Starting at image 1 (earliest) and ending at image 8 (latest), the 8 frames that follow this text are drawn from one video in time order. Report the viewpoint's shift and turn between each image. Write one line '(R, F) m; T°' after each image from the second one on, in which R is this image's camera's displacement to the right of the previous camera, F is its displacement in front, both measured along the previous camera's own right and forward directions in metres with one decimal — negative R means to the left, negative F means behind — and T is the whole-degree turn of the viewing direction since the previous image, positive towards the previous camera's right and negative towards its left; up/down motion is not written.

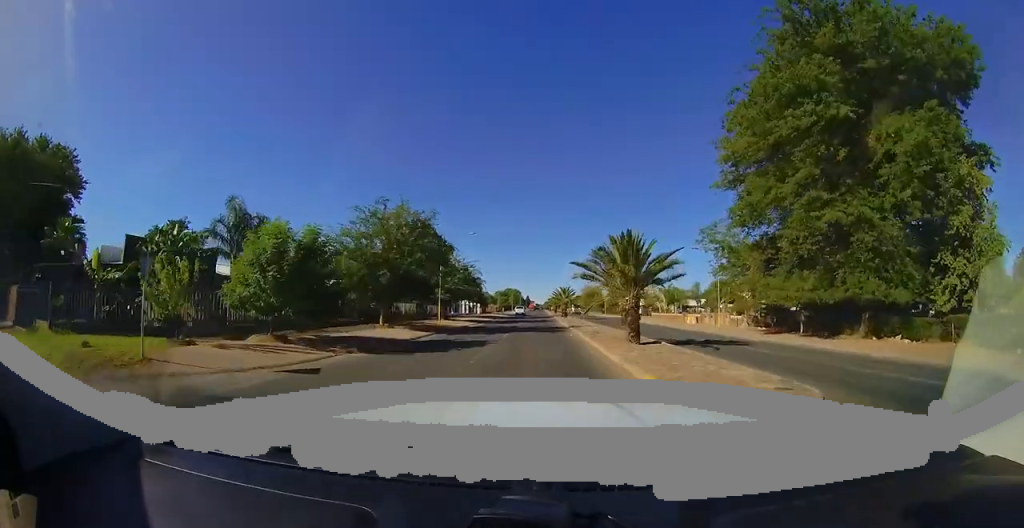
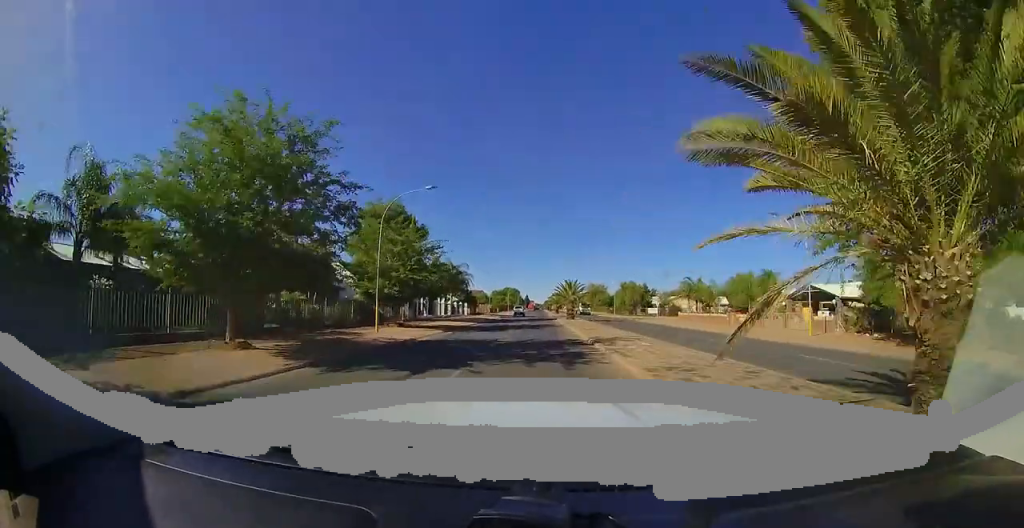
(0.0, +11.9) m; 0°
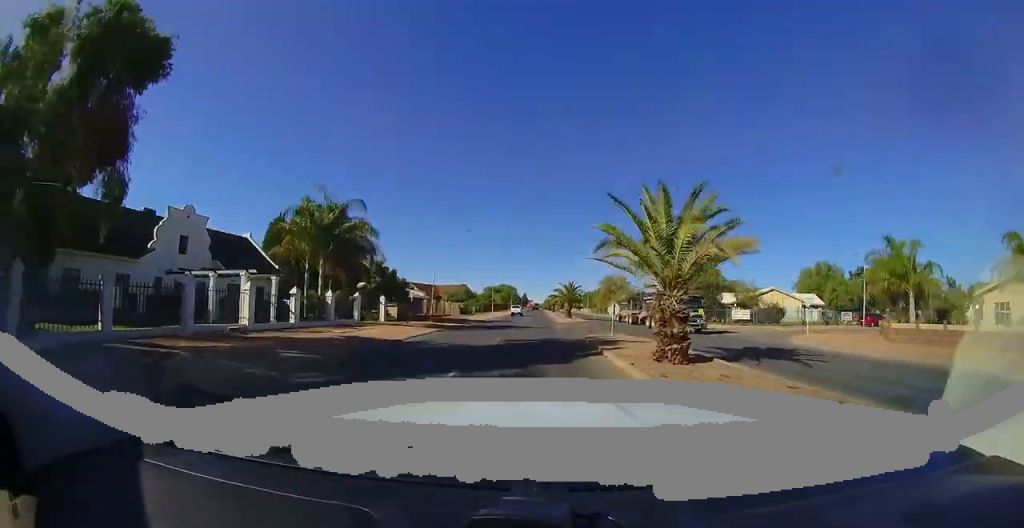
(-0.1, +32.0) m; 0°
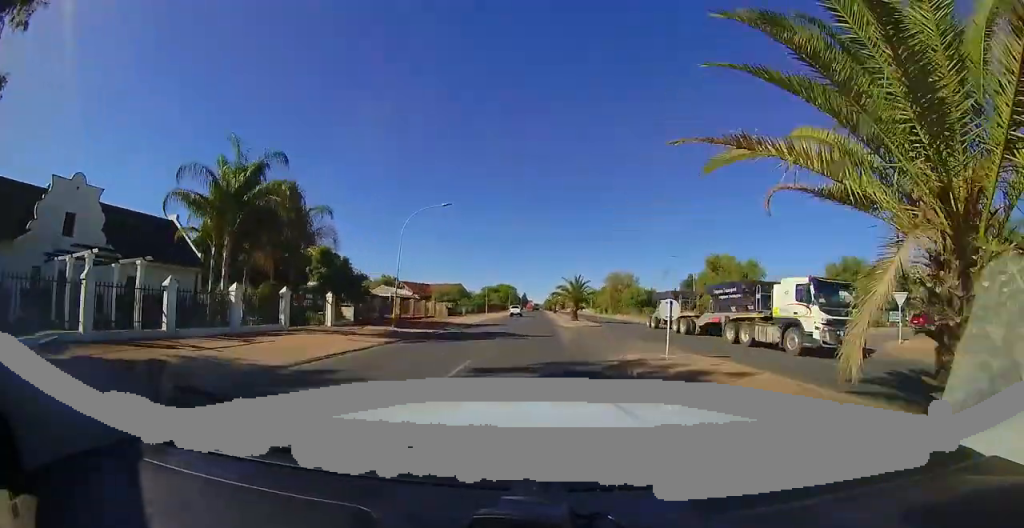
(0.0, +7.5) m; 0°
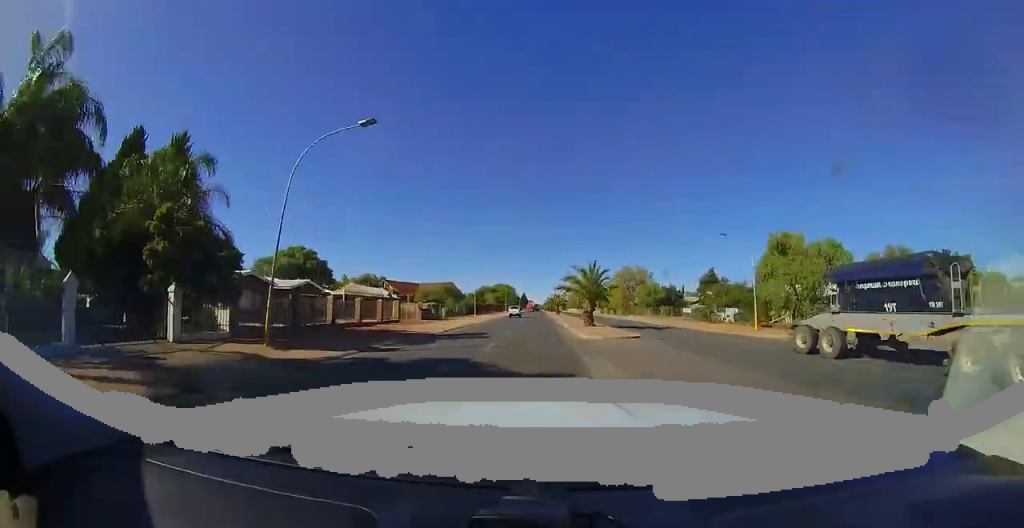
(0.0, +10.7) m; 0°
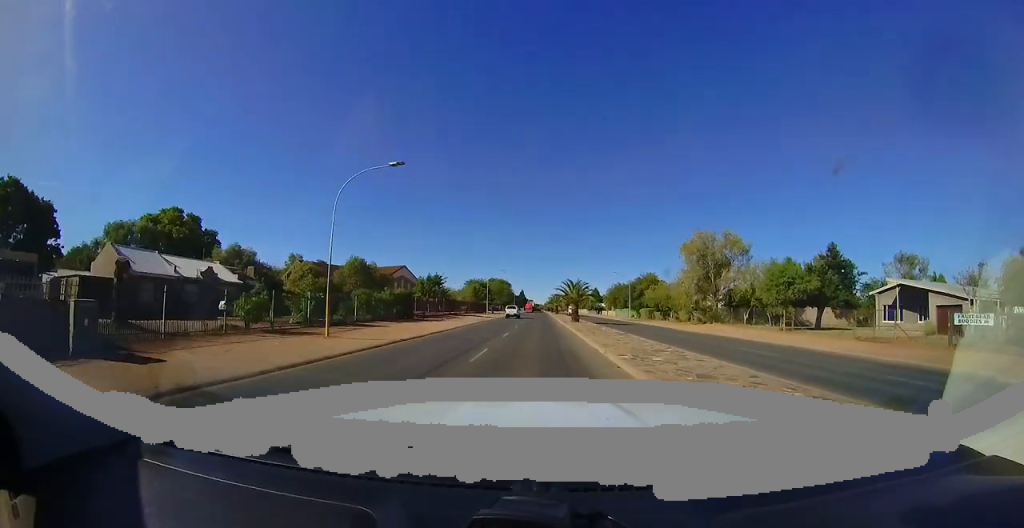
(-0.7, +34.7) m; -2°
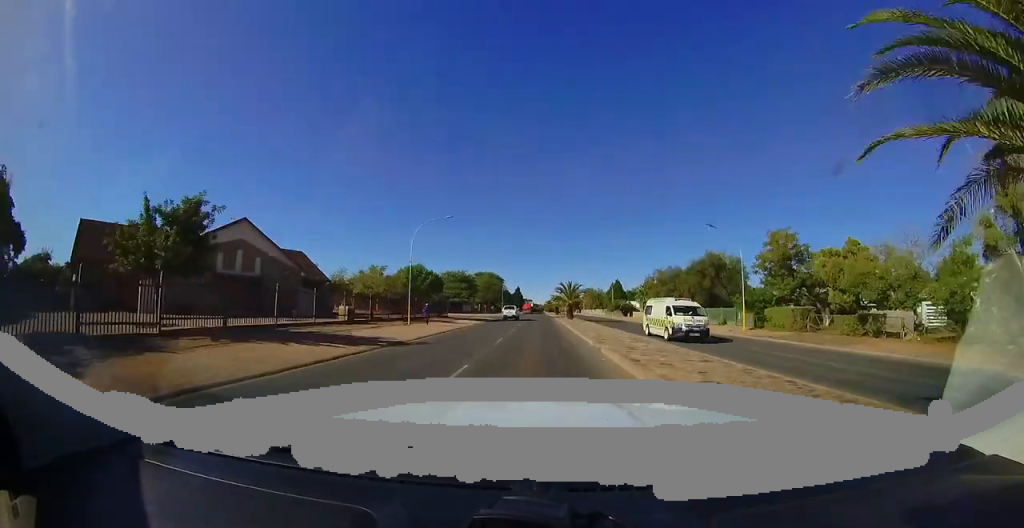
(0.0, +36.4) m; +1°
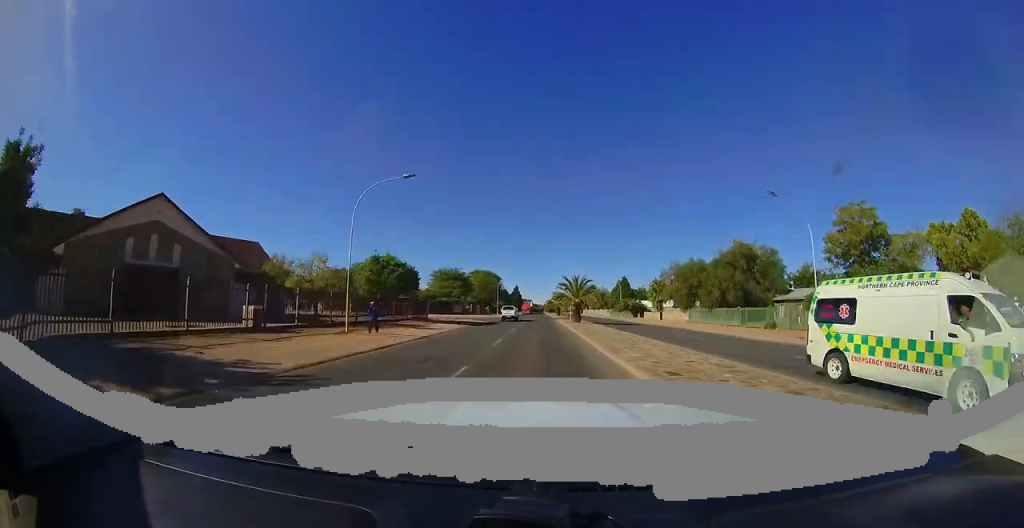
(+0.1, +8.2) m; +1°
